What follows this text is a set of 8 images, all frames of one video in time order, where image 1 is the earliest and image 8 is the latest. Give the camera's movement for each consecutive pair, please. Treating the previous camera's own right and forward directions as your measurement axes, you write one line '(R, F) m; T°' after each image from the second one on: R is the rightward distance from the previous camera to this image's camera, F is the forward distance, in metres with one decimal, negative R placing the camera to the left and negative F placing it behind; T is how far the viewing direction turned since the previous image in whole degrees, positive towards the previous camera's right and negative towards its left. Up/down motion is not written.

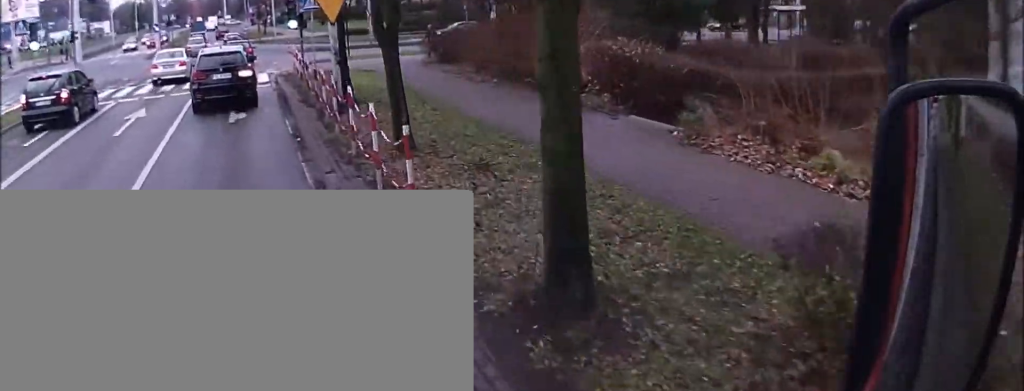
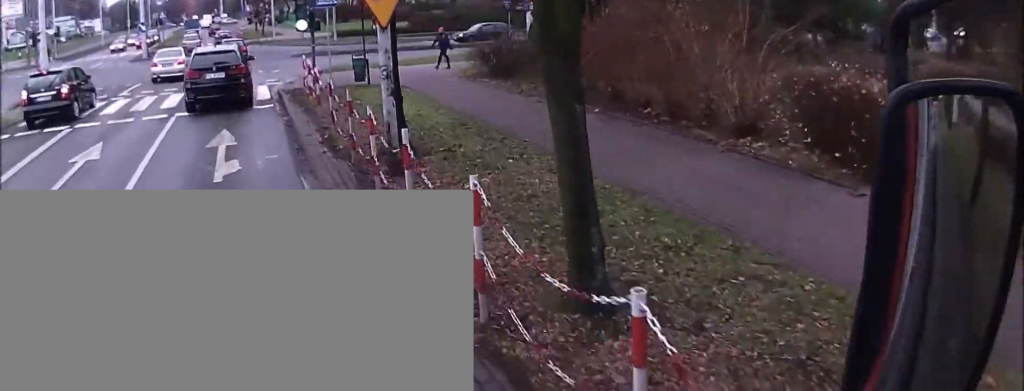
(-0.1, +5.9) m; 0°
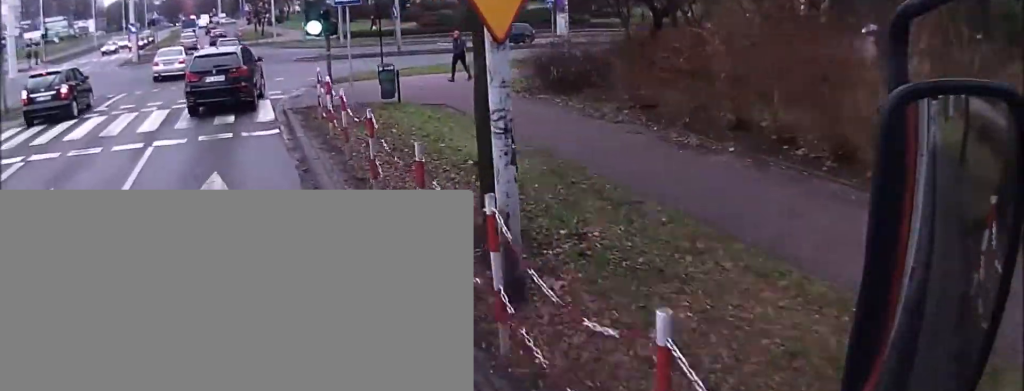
(0.0, +3.9) m; +1°
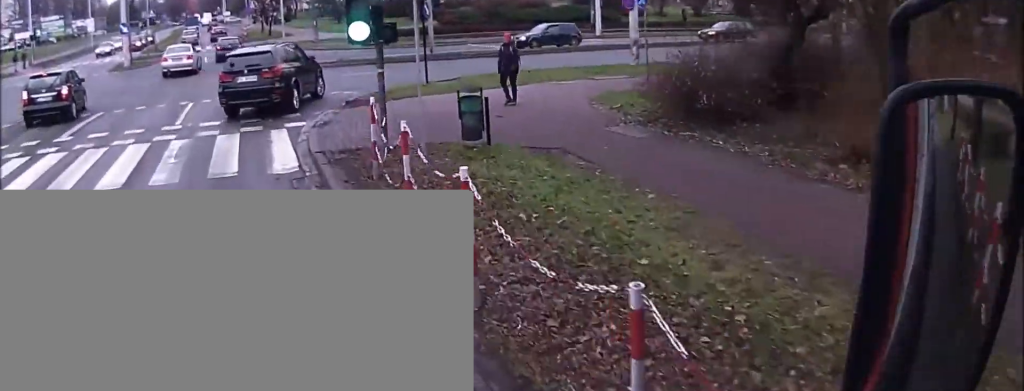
(+0.1, +4.2) m; +1°
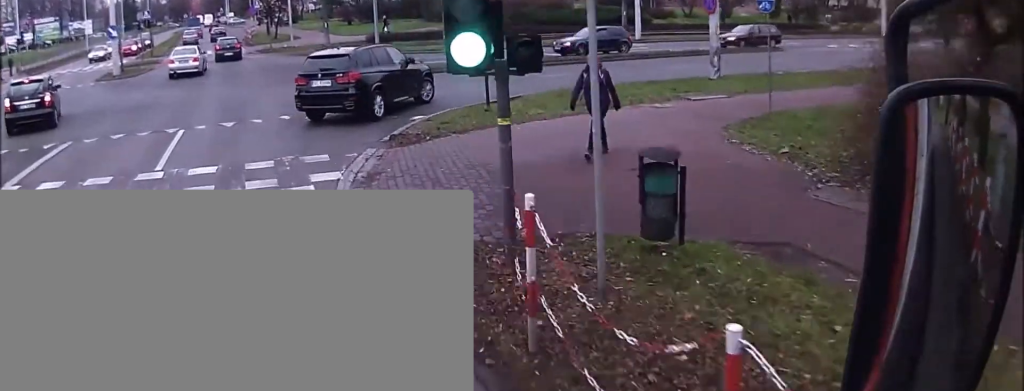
(0.0, +3.7) m; 0°
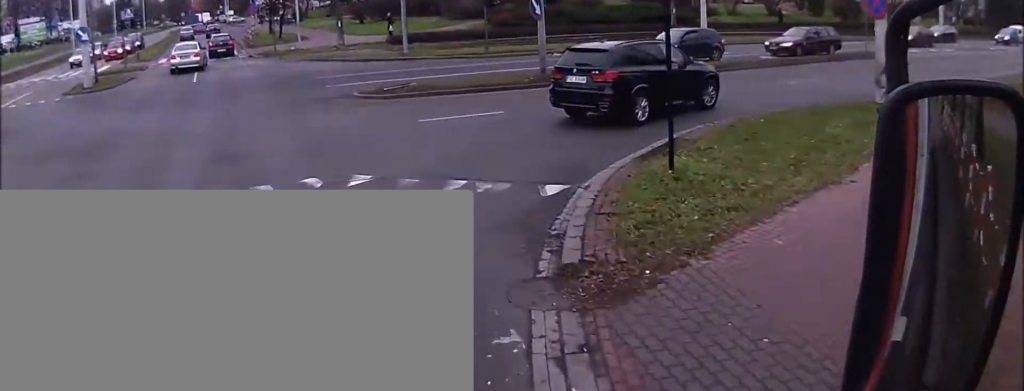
(0.0, +7.6) m; +2°
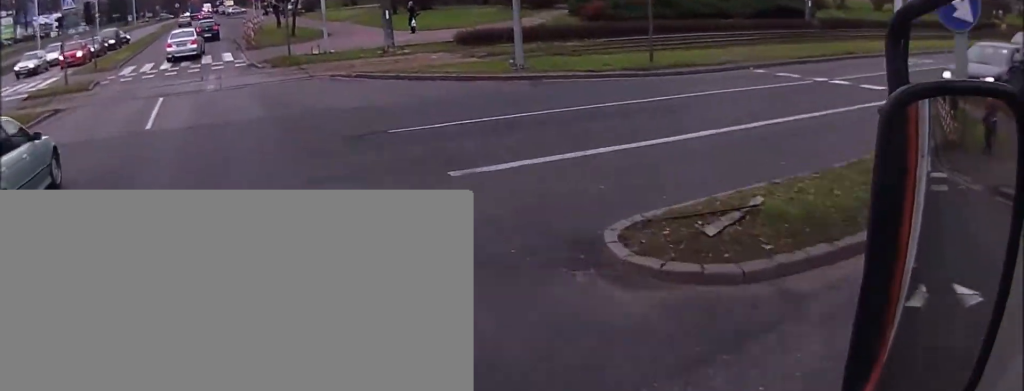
(-0.1, +14.3) m; -3°
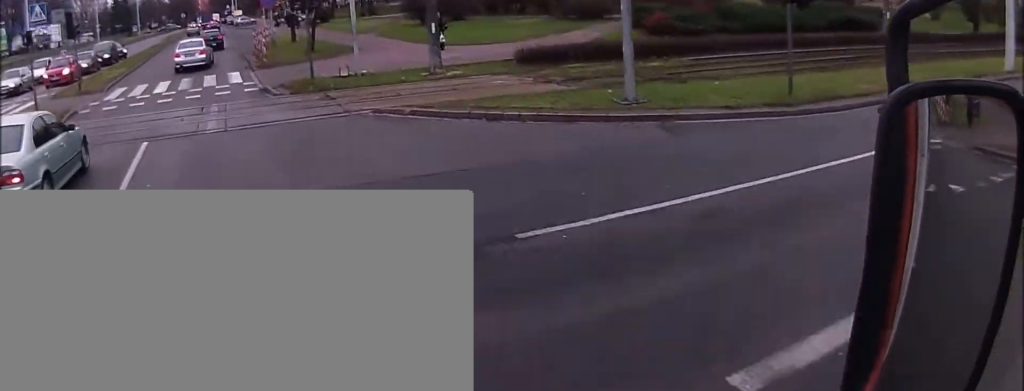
(-0.1, +5.5) m; -2°
